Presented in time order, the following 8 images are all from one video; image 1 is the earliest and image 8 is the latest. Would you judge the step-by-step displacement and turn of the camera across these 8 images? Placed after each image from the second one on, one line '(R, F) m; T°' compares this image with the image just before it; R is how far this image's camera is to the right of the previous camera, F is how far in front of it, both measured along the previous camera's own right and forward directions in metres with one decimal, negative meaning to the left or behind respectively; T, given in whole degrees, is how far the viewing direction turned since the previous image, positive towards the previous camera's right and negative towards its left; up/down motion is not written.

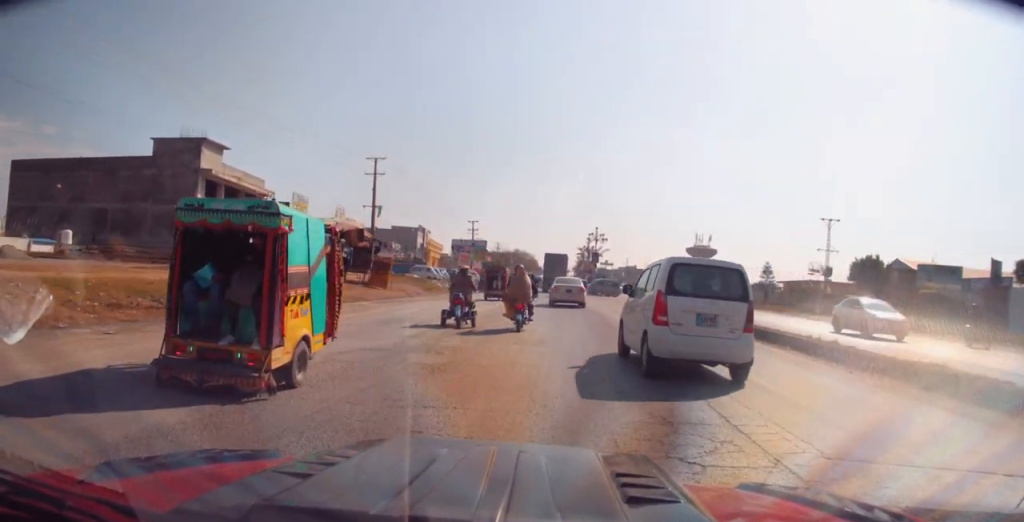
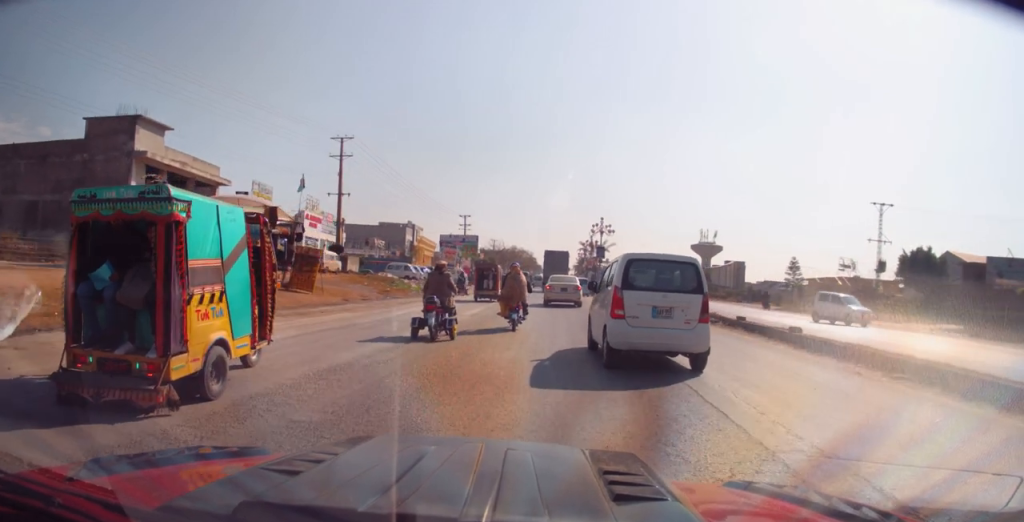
(+0.1, +11.4) m; 0°
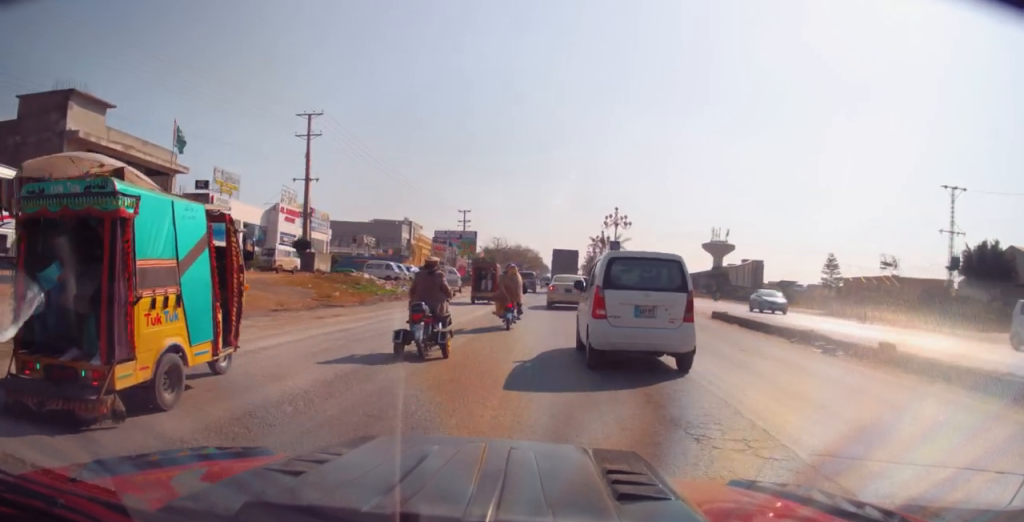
(-0.1, +10.5) m; -2°
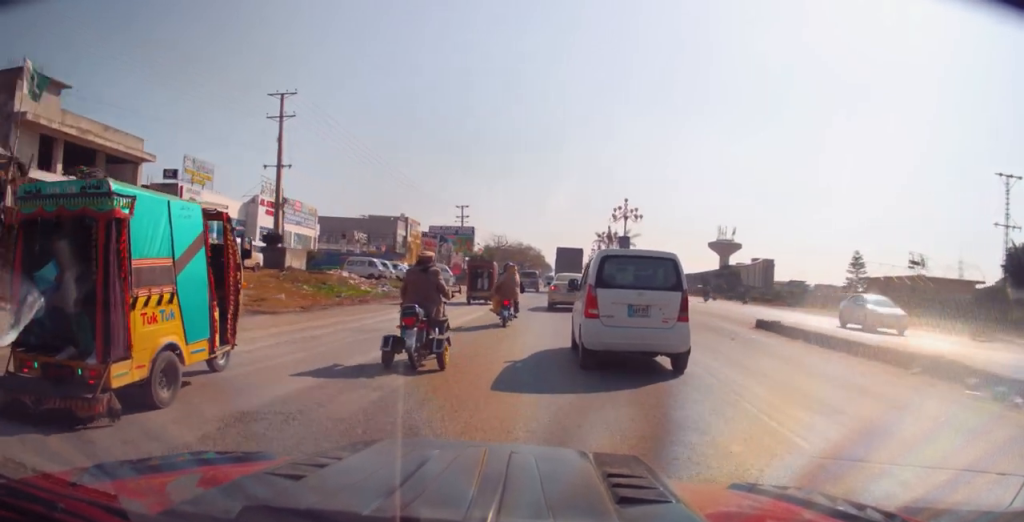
(-0.1, +6.2) m; -1°
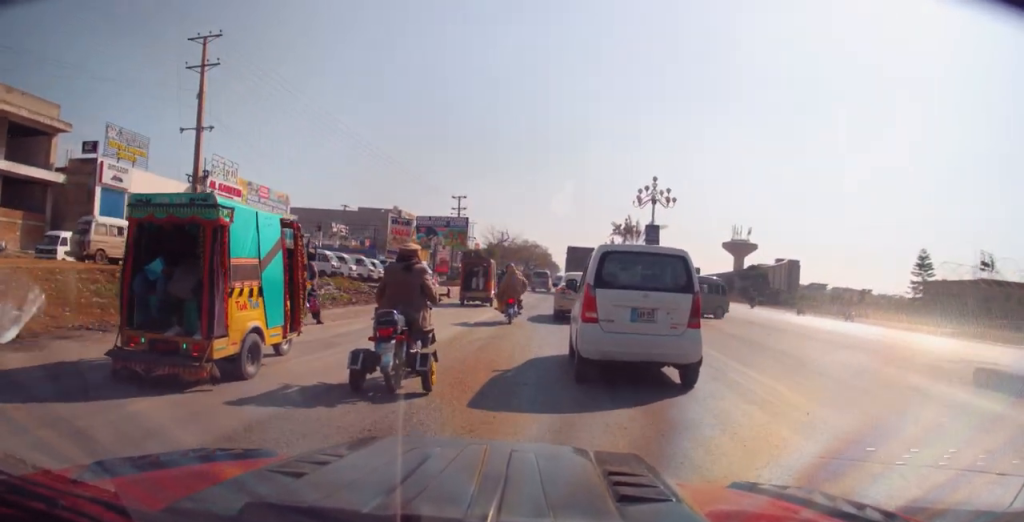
(+0.1, +13.3) m; +3°
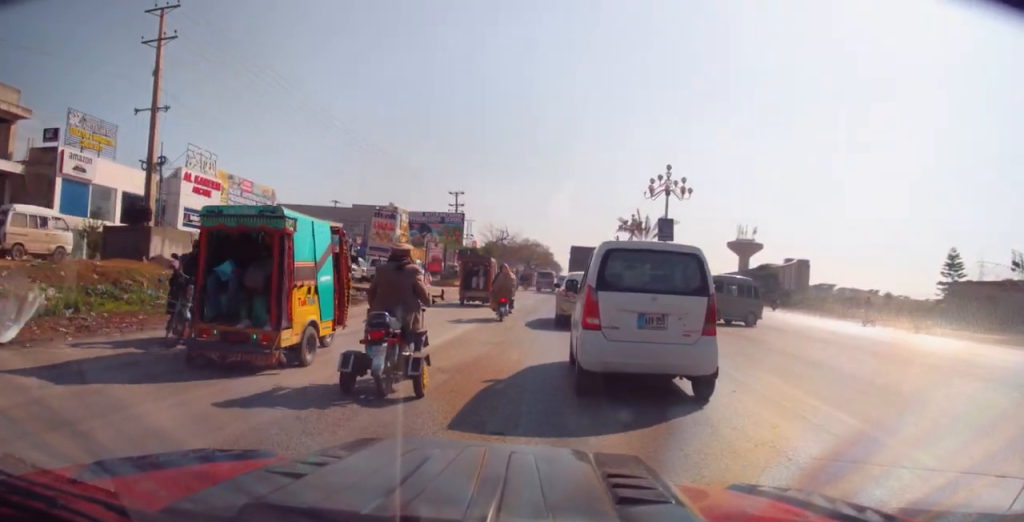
(+0.1, +5.0) m; +1°
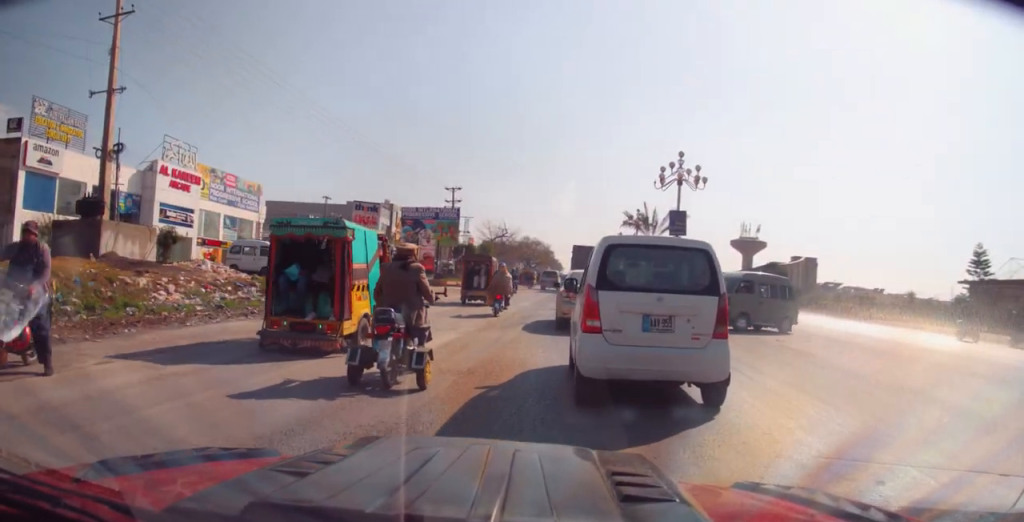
(+0.1, +4.4) m; -1°
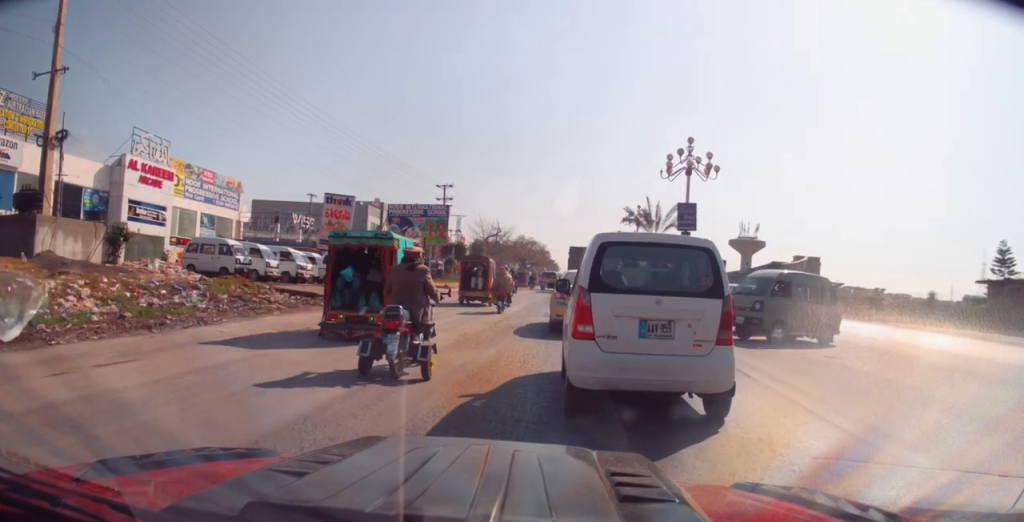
(-0.1, +4.2) m; -1°
